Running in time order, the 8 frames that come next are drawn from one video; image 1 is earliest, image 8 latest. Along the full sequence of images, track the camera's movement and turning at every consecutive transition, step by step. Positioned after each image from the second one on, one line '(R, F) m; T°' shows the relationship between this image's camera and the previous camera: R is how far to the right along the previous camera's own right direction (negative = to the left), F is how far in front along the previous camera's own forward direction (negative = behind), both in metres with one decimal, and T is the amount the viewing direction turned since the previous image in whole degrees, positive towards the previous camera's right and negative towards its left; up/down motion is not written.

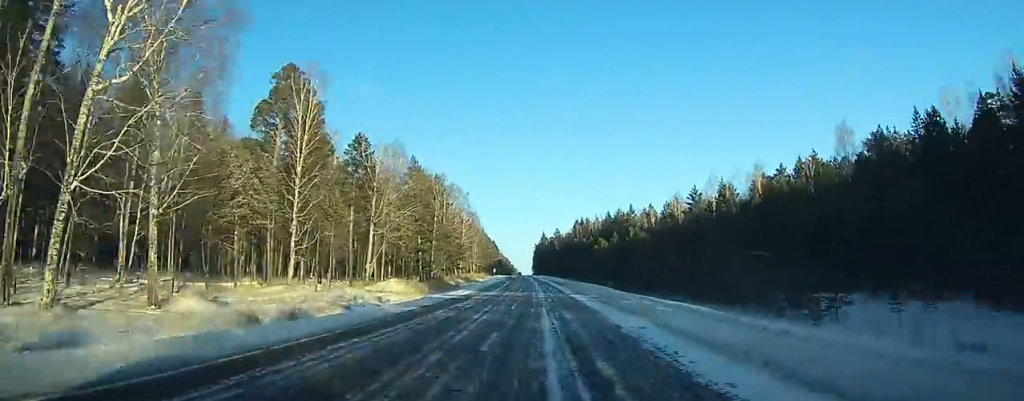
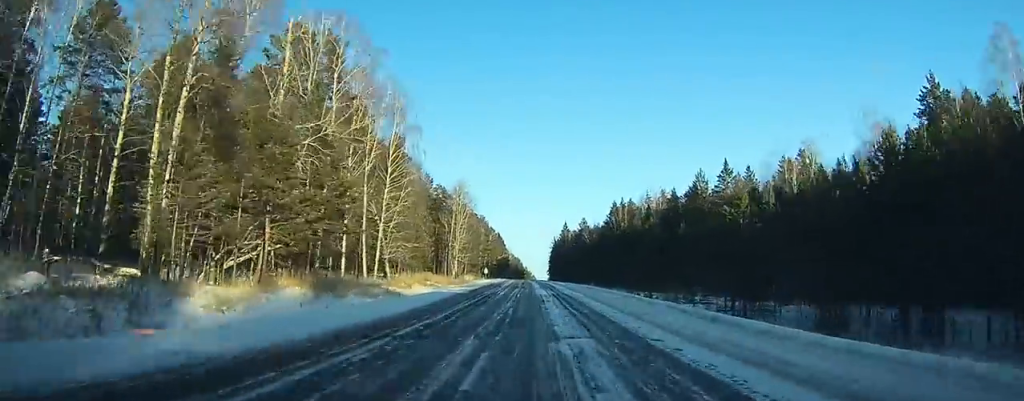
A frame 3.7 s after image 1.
(-1.3, +88.0) m; -1°
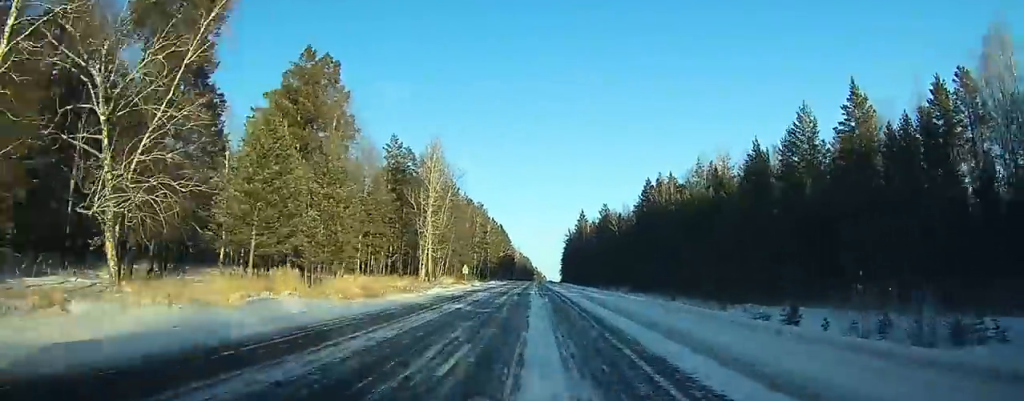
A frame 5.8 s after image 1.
(-0.1, +47.7) m; 0°
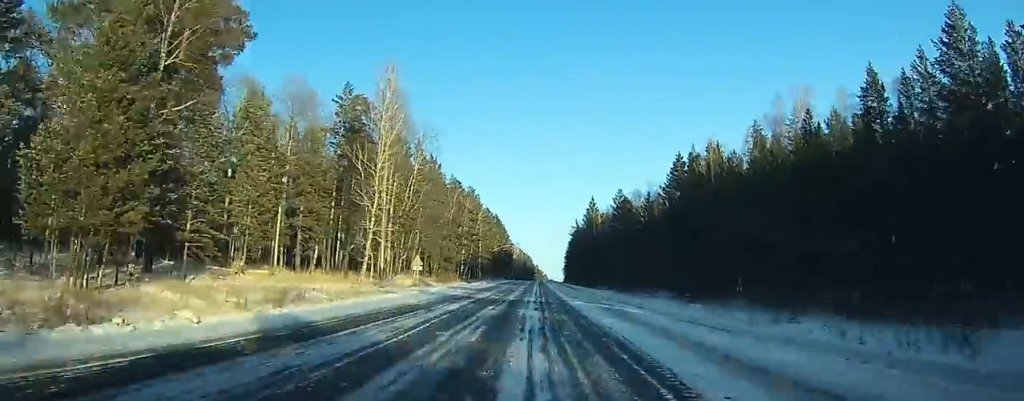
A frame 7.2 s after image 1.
(-0.1, +32.3) m; 0°
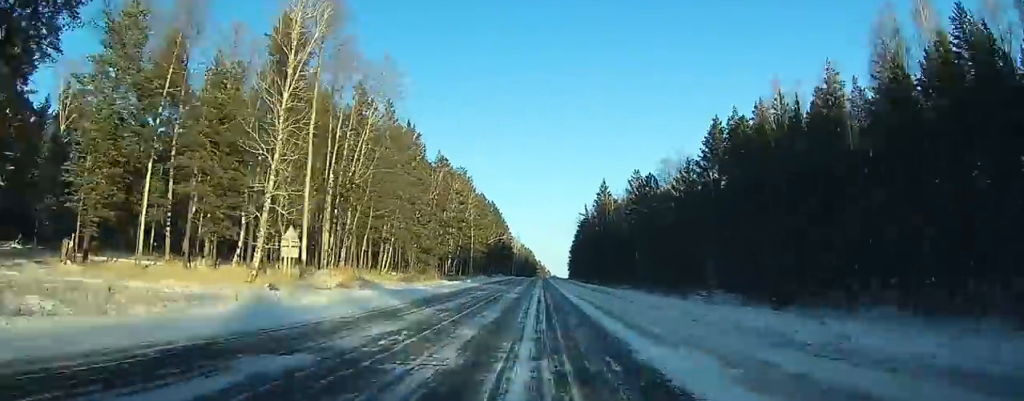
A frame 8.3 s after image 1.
(0.0, +24.8) m; 0°
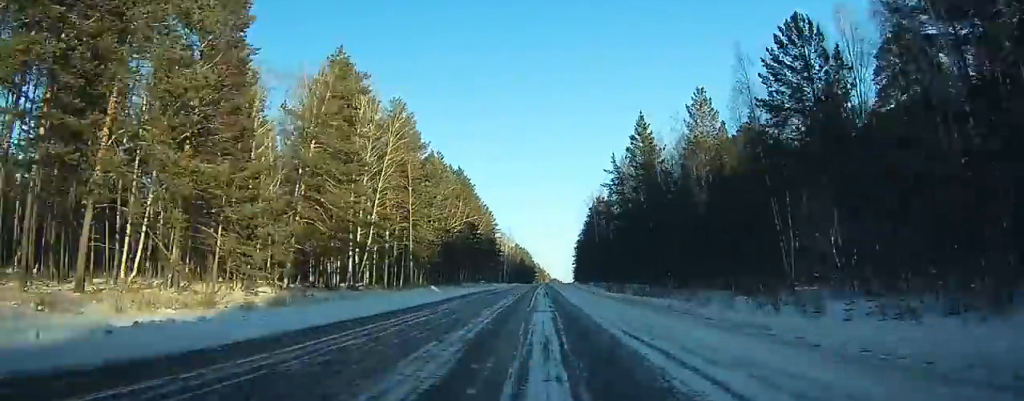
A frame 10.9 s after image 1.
(+0.2, +61.5) m; 0°
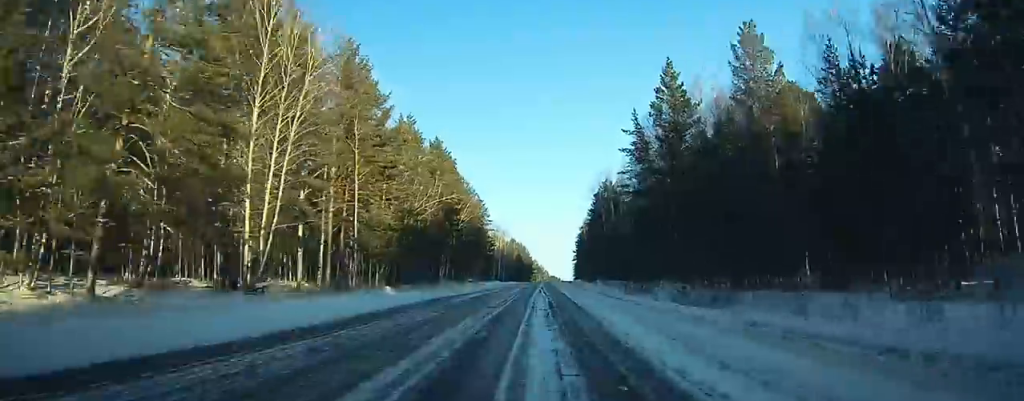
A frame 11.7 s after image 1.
(+0.1, +20.7) m; 0°
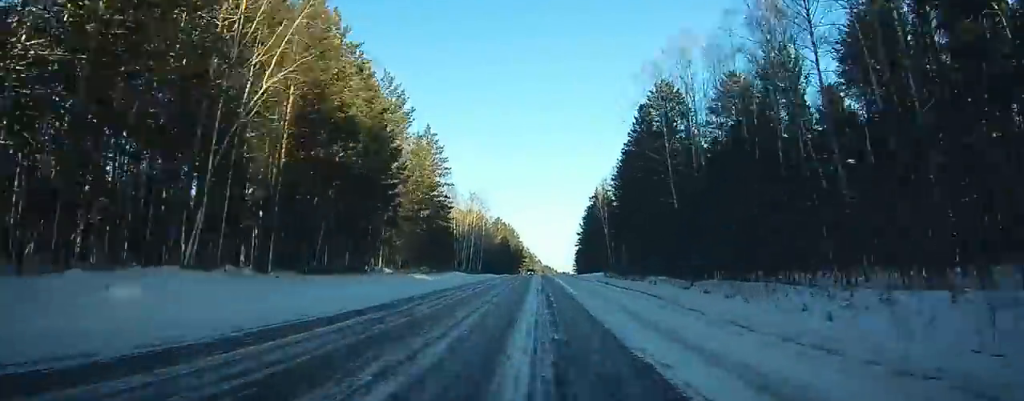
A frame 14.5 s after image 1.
(+0.2, +66.3) m; +1°
